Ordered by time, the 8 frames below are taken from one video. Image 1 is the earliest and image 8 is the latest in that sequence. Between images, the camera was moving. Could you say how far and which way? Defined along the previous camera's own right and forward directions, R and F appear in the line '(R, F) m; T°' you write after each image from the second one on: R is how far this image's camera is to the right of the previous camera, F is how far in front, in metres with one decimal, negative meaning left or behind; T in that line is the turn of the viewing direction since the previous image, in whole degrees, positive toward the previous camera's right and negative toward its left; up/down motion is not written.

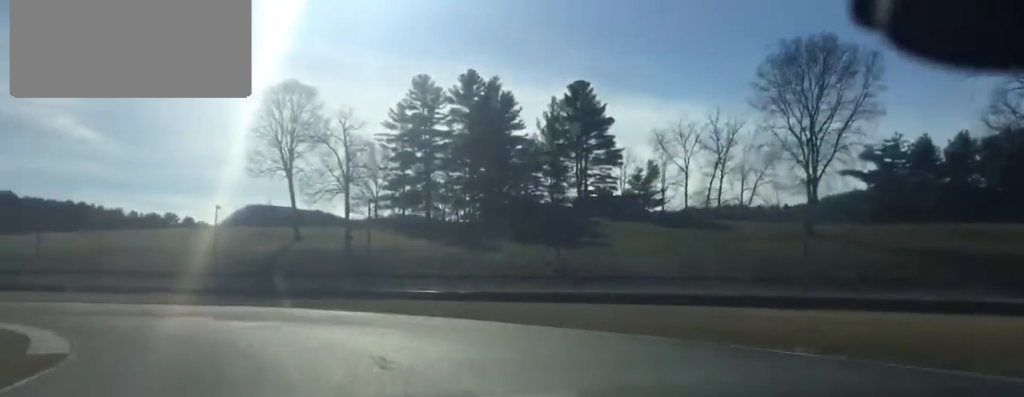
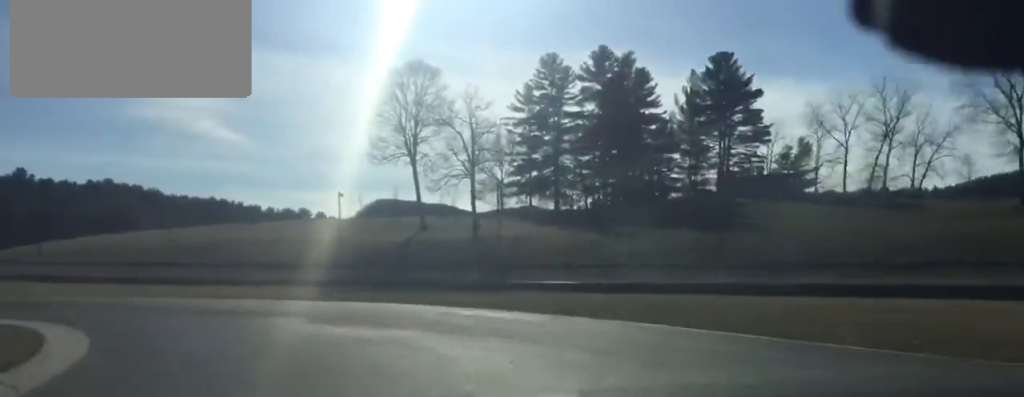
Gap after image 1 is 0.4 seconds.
(-1.3, +9.5) m; -9°
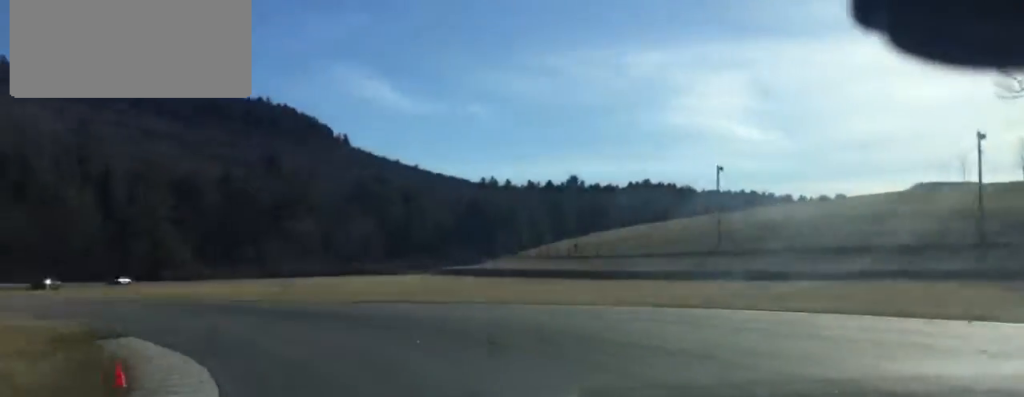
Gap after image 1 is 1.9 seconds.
(-7.6, +30.9) m; -31°
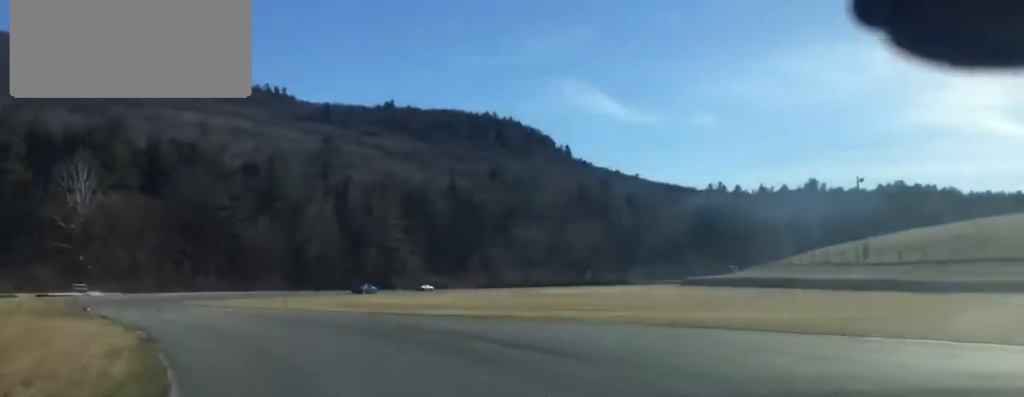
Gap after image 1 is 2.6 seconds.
(-2.7, +15.3) m; -12°
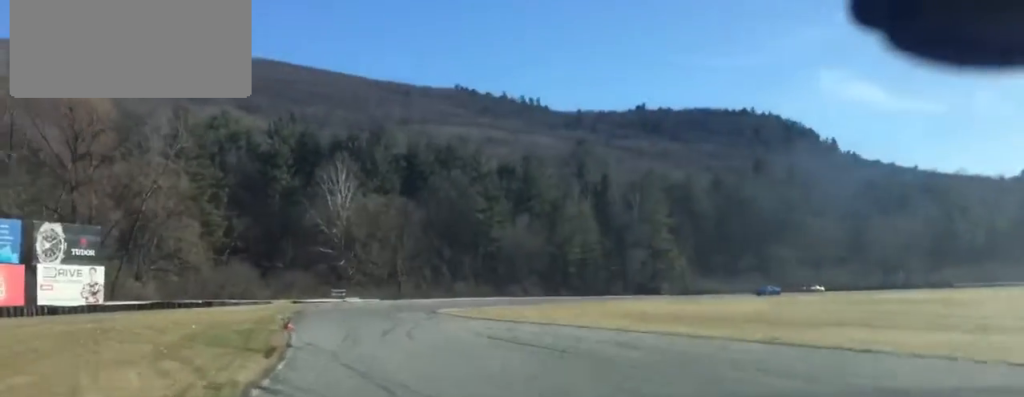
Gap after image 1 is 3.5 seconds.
(-2.7, +20.3) m; -10°
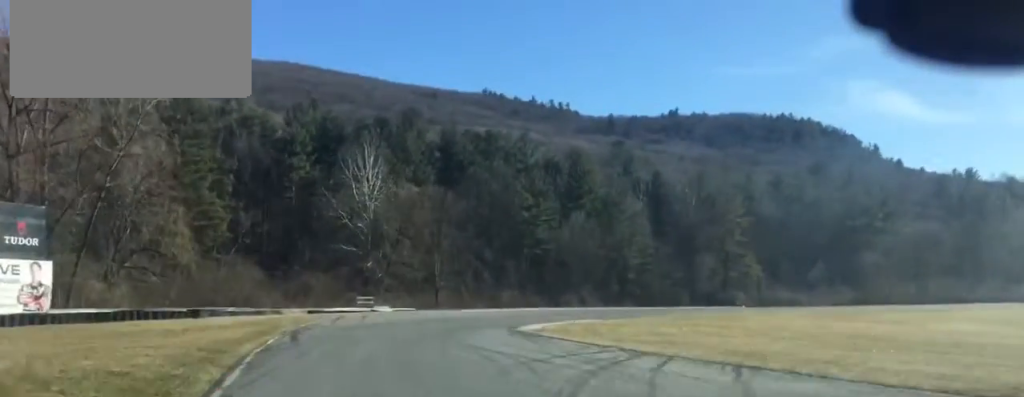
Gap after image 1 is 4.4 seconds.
(-1.2, +22.2) m; -1°
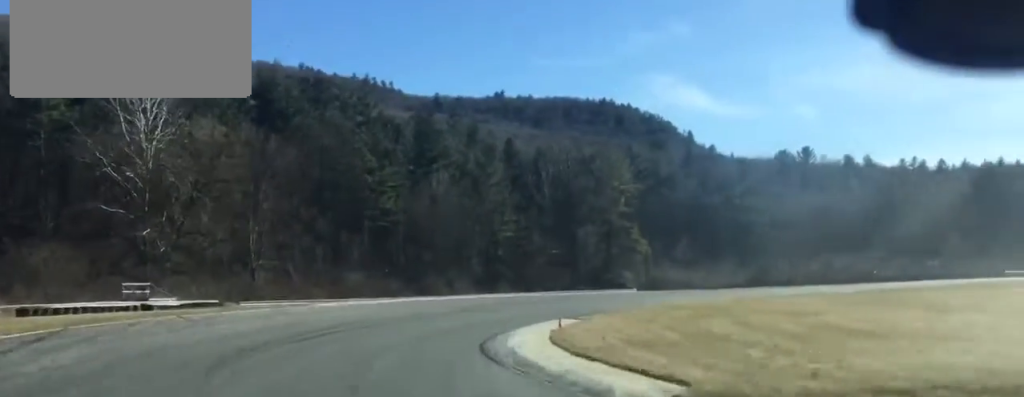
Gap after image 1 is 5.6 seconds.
(+1.4, +27.8) m; +10°
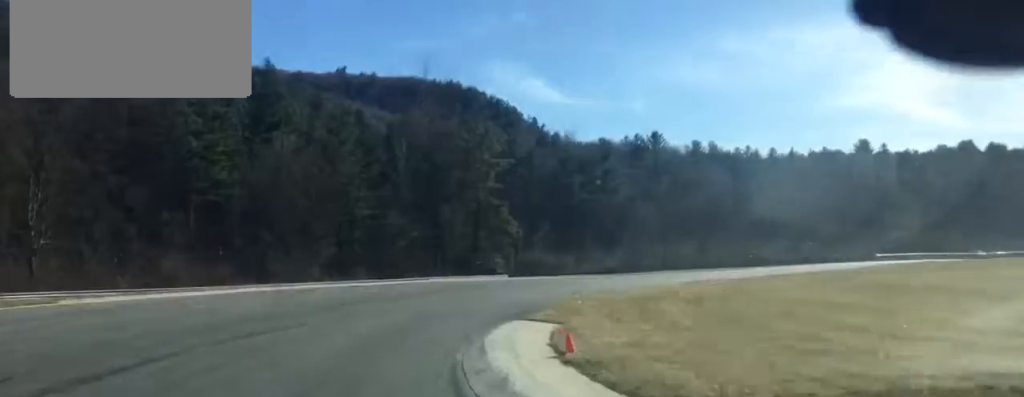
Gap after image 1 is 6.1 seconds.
(+0.1, +12.5) m; +7°
